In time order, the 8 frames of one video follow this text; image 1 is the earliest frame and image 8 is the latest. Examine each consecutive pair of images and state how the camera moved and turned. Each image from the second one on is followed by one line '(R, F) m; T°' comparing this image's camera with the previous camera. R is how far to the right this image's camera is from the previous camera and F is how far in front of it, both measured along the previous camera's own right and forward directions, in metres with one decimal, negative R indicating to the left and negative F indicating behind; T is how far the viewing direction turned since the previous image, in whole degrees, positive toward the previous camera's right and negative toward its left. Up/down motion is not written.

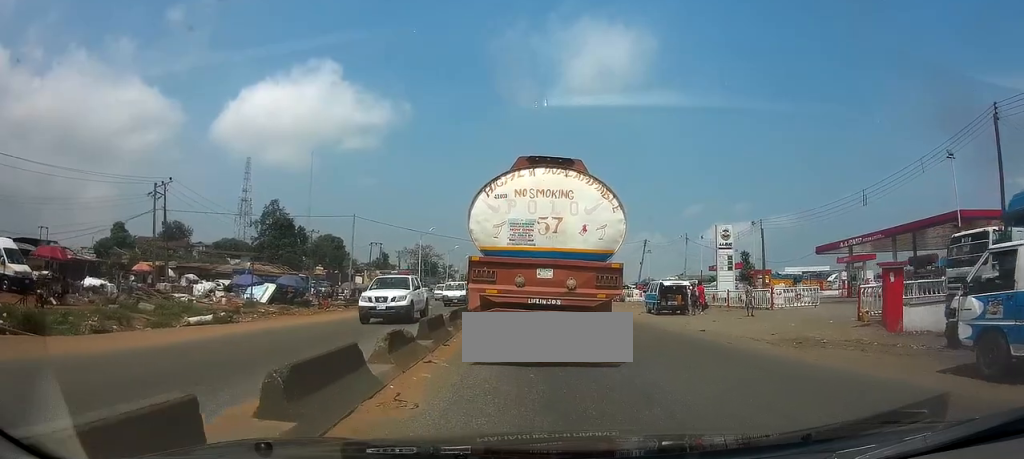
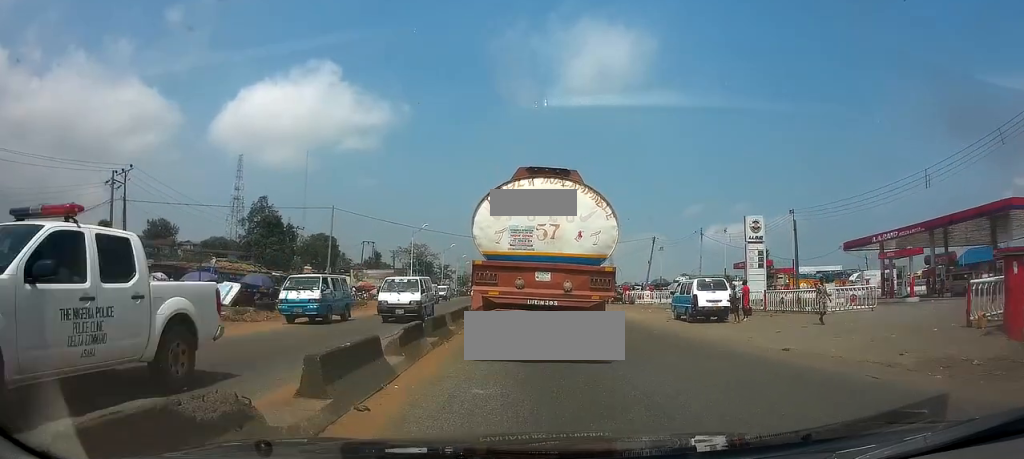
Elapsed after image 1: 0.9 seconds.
(+0.1, +6.1) m; +1°
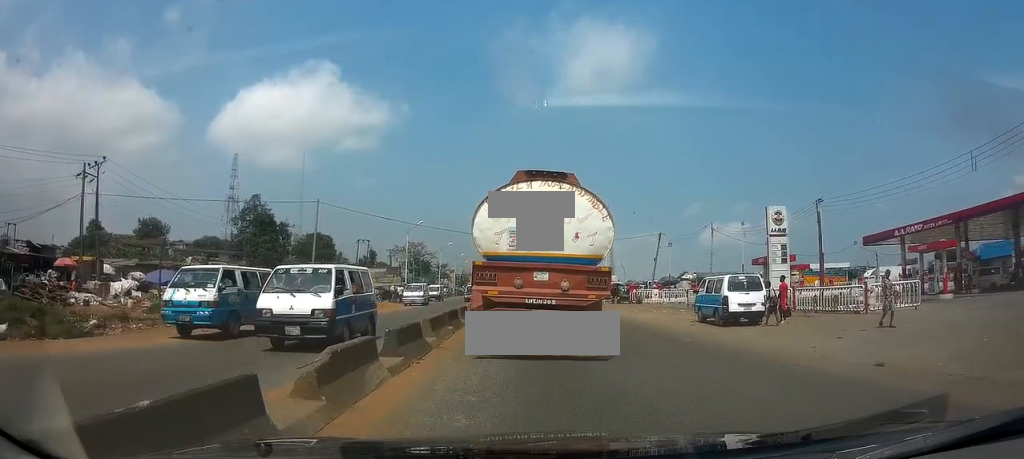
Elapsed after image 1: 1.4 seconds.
(0.0, +3.5) m; +1°
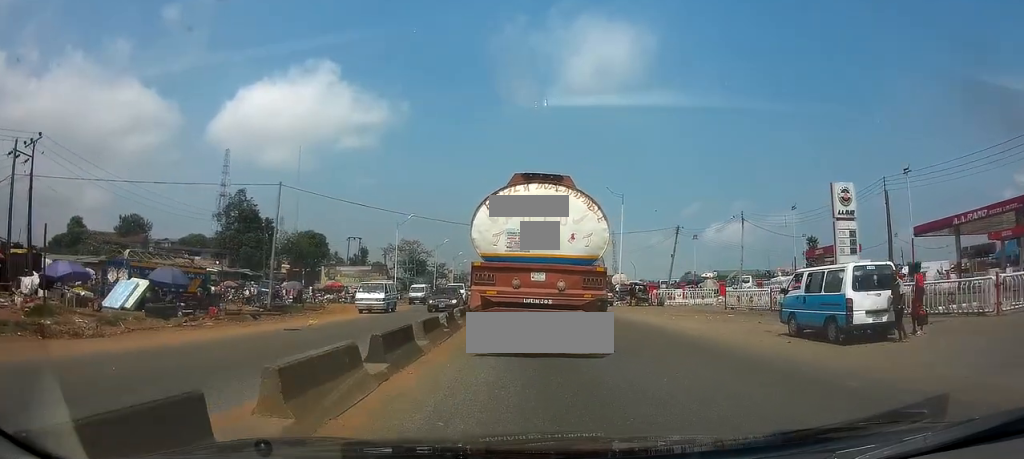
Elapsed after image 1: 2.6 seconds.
(+0.2, +8.0) m; +1°
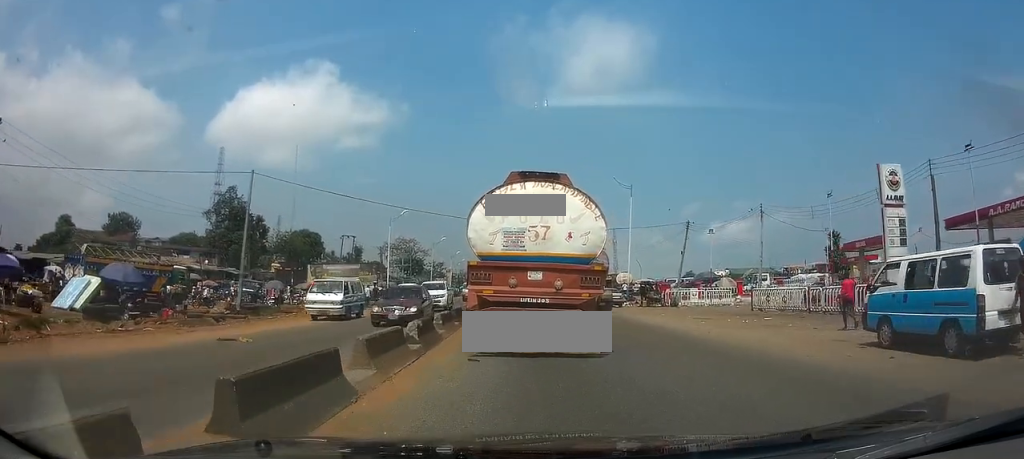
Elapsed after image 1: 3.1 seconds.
(0.0, +4.3) m; -1°
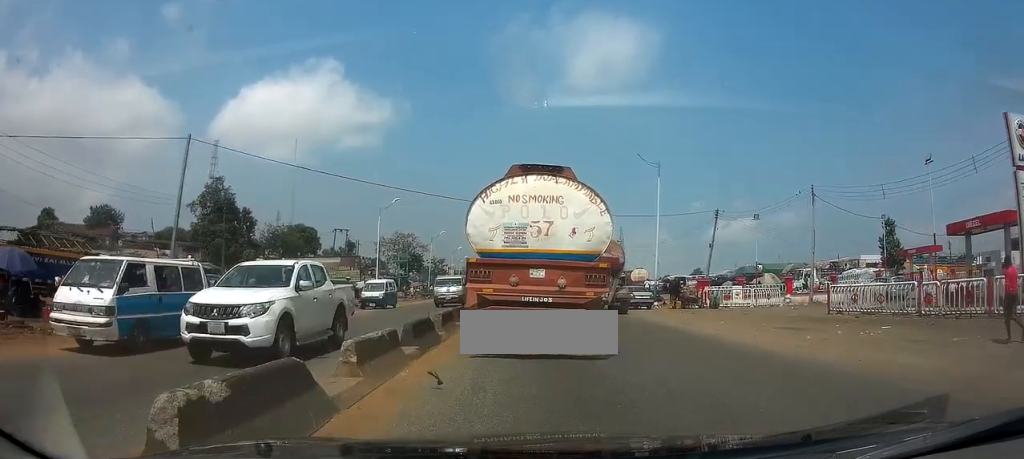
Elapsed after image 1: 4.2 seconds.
(-0.1, +8.2) m; -1°
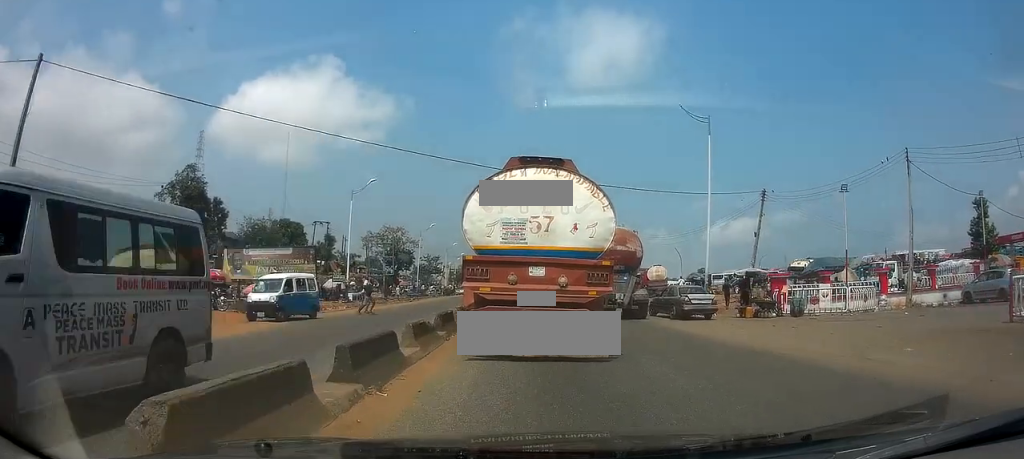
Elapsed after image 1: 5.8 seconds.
(0.0, +11.3) m; 0°
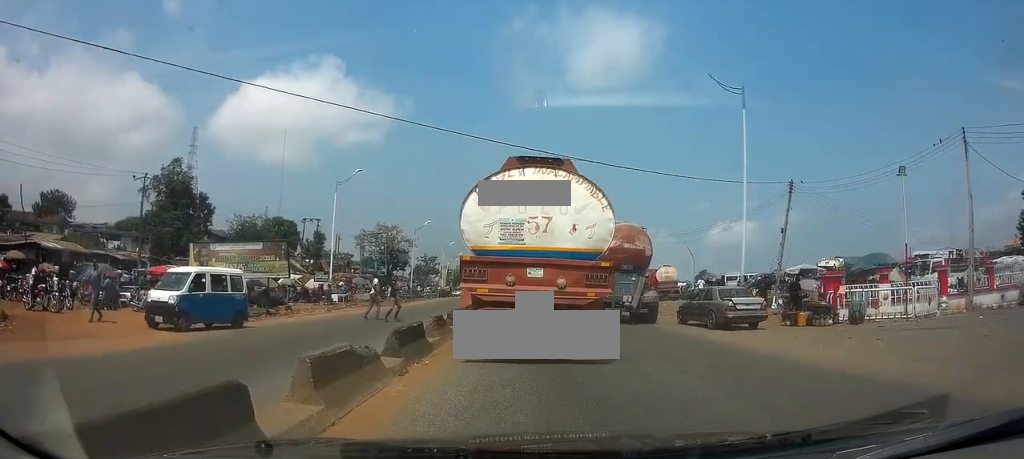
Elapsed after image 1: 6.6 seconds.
(+0.1, +4.8) m; 0°
